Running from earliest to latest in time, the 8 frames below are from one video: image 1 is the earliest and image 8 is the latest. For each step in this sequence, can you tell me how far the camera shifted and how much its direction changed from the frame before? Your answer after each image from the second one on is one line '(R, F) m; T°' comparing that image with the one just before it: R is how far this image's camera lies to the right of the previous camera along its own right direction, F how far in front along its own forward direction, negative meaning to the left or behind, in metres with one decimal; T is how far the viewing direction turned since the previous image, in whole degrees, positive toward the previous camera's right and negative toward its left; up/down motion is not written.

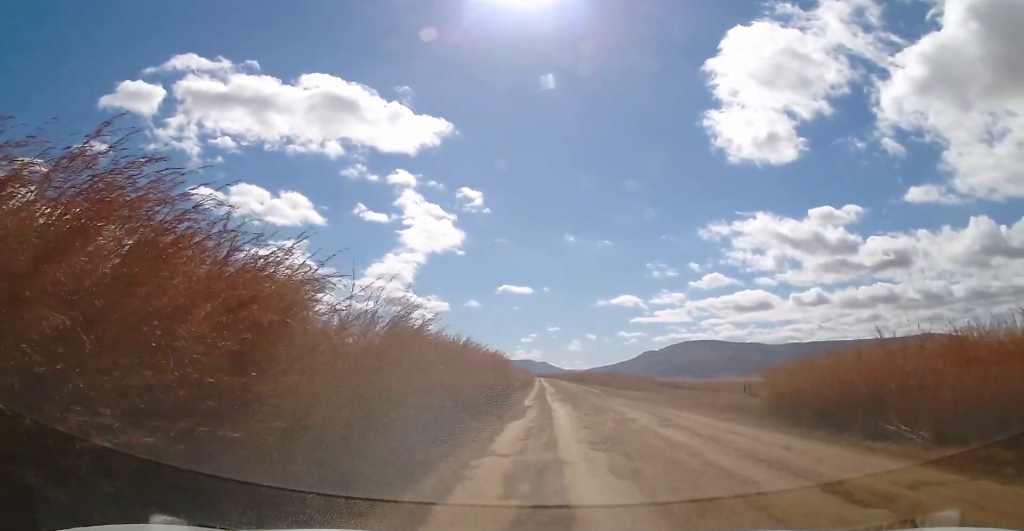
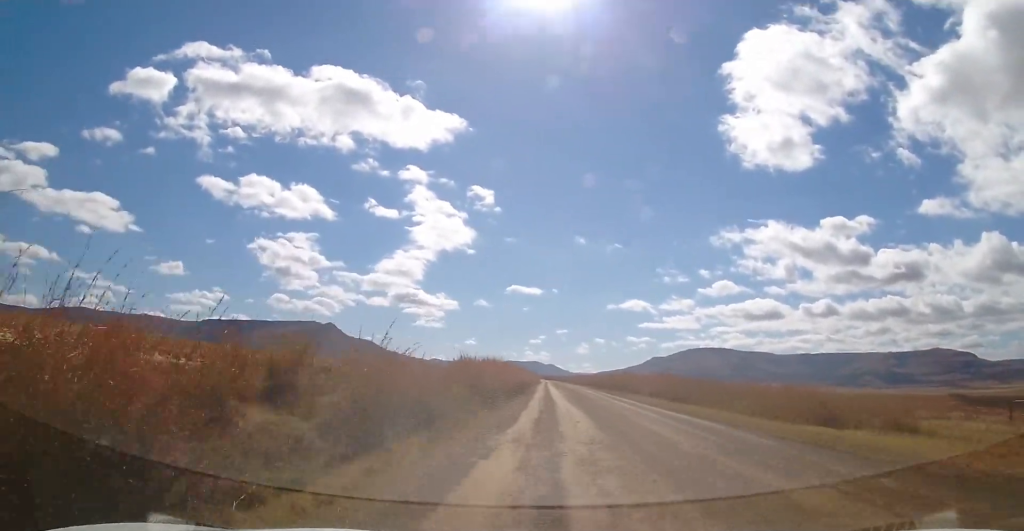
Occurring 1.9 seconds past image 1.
(+0.3, +41.5) m; -1°
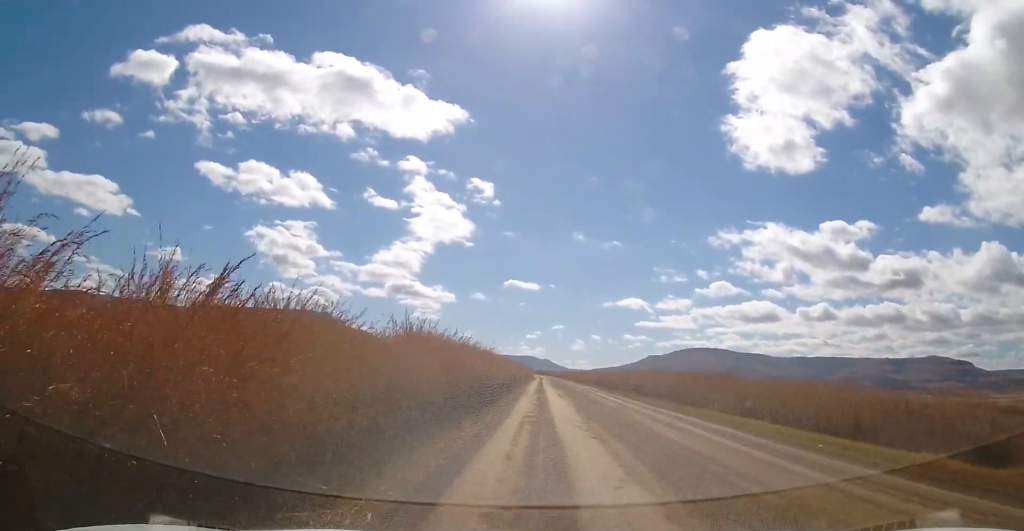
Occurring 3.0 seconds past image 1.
(-0.2, +22.9) m; 0°
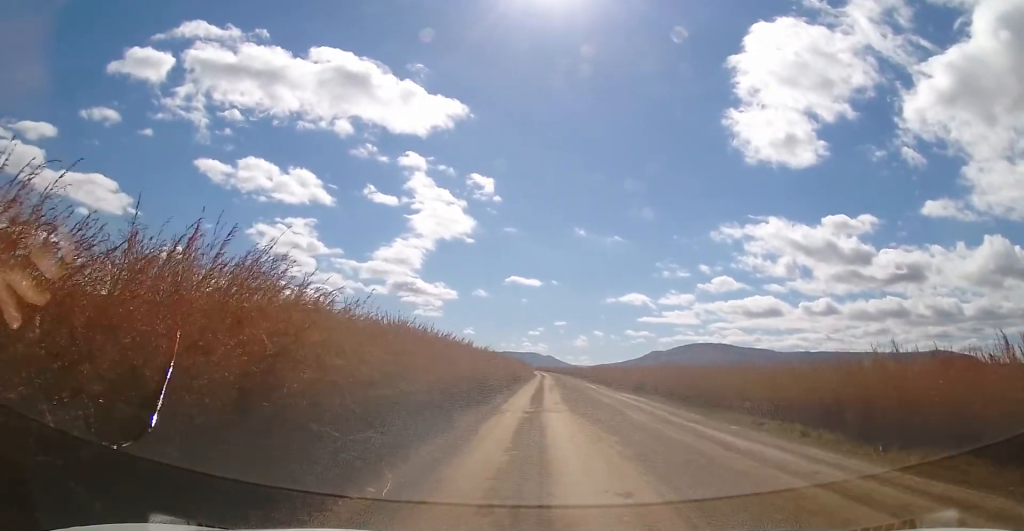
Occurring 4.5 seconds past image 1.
(+0.5, +31.7) m; 0°
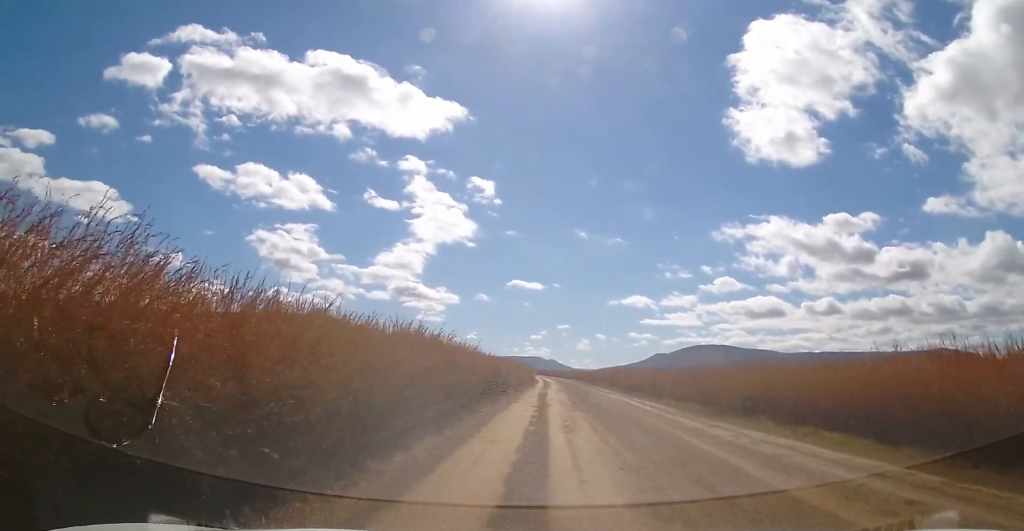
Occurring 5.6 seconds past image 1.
(-0.2, +24.4) m; 0°
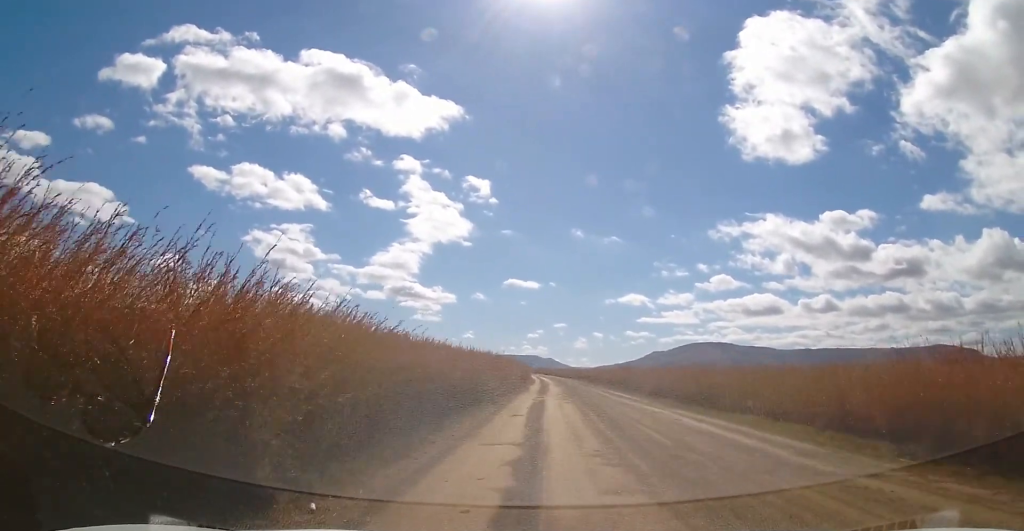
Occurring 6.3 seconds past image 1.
(+0.3, +14.7) m; 0°
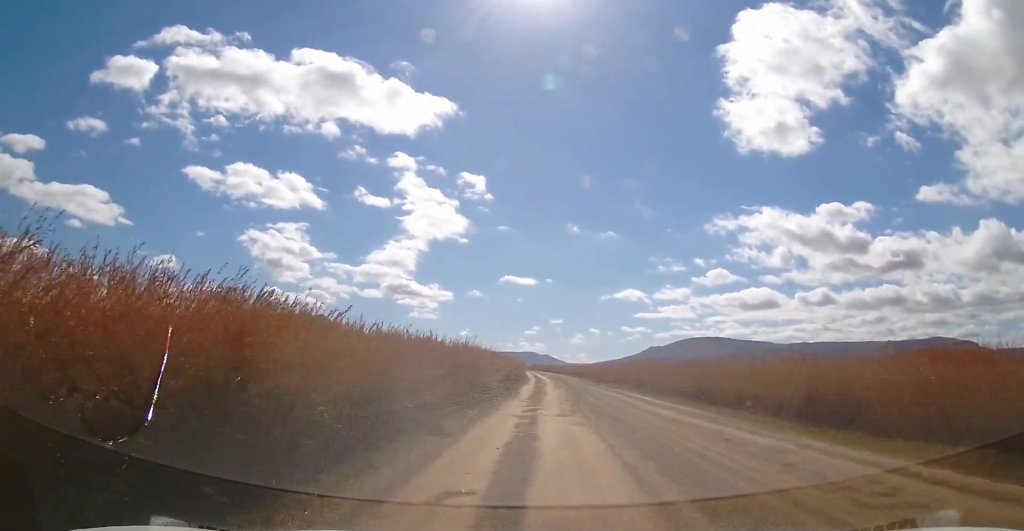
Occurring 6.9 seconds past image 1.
(-0.2, +11.9) m; -1°
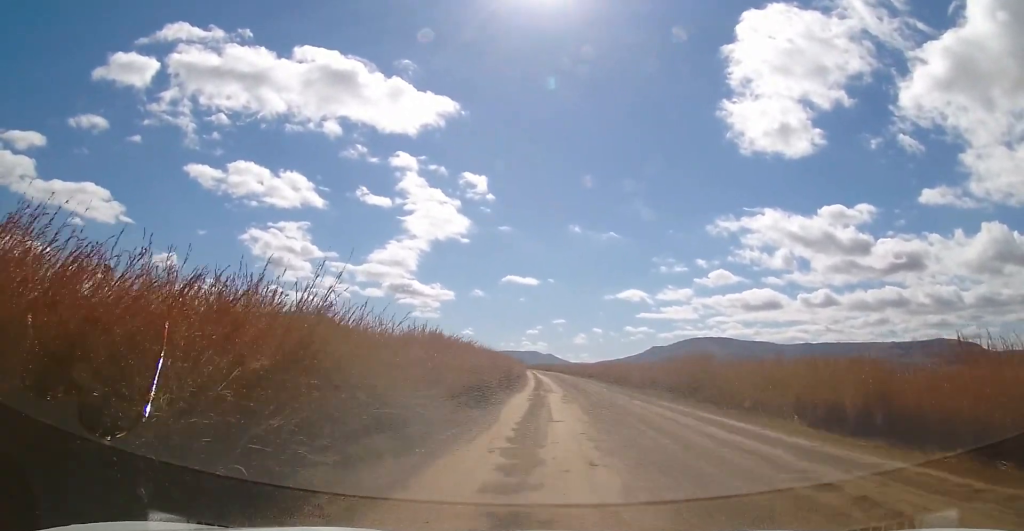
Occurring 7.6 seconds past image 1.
(-0.1, +14.7) m; -1°
